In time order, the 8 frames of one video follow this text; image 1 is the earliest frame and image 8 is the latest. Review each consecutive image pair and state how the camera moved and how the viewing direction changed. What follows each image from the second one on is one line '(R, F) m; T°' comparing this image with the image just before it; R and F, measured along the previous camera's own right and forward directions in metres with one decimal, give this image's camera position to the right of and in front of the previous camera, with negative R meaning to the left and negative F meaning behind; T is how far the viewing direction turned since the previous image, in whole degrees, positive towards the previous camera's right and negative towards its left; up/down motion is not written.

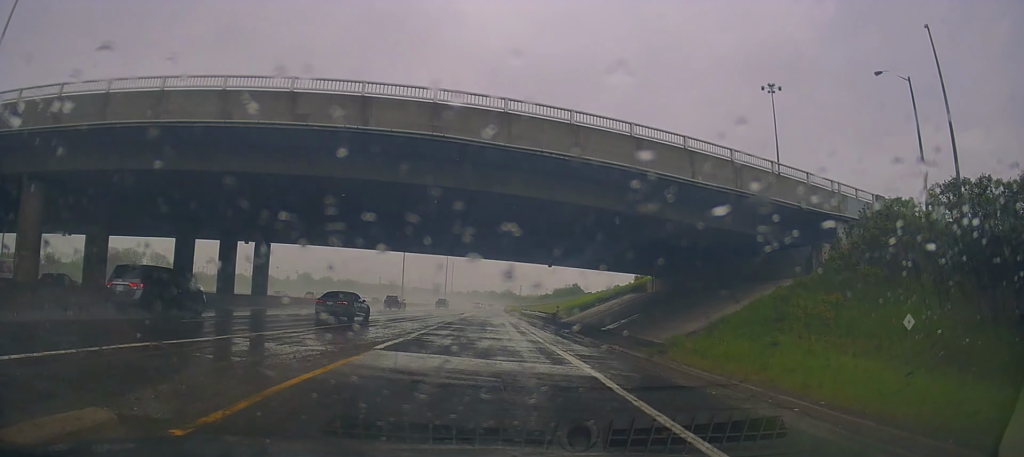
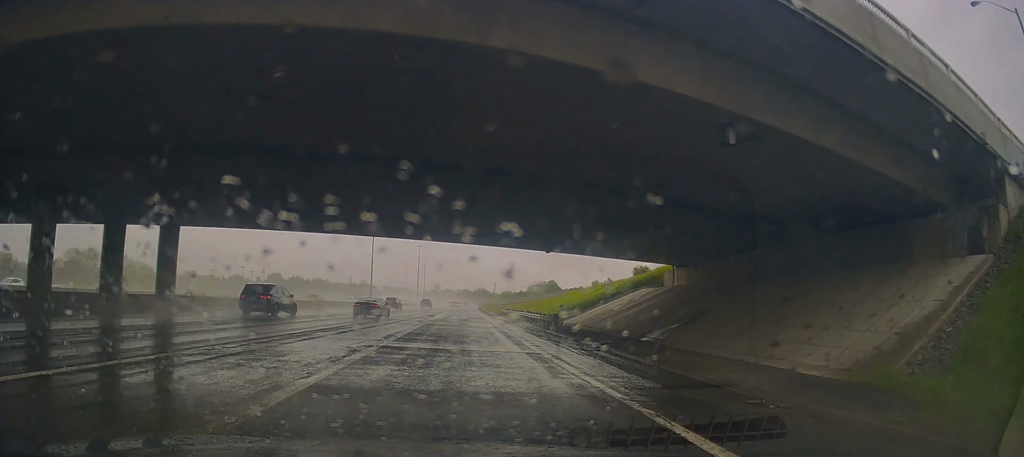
(0.0, +12.9) m; 0°
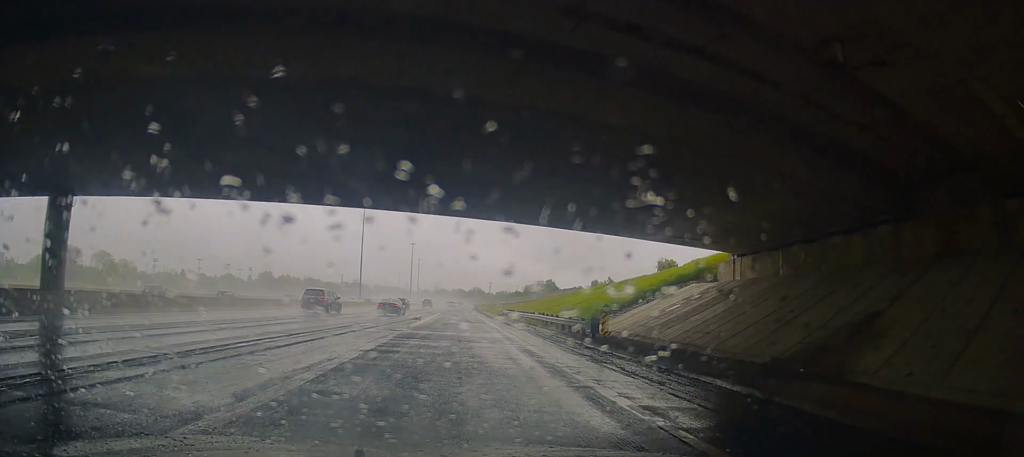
(-0.2, +11.7) m; +1°
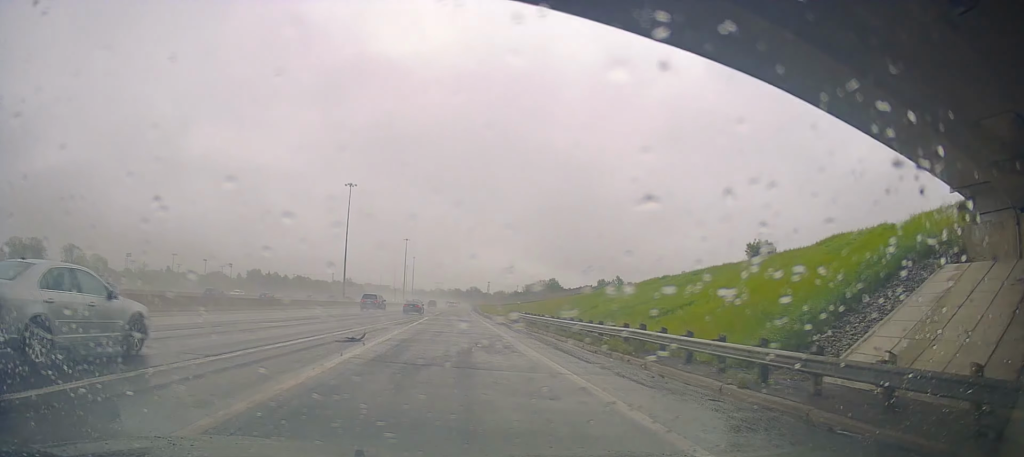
(+0.7, +22.9) m; +3°
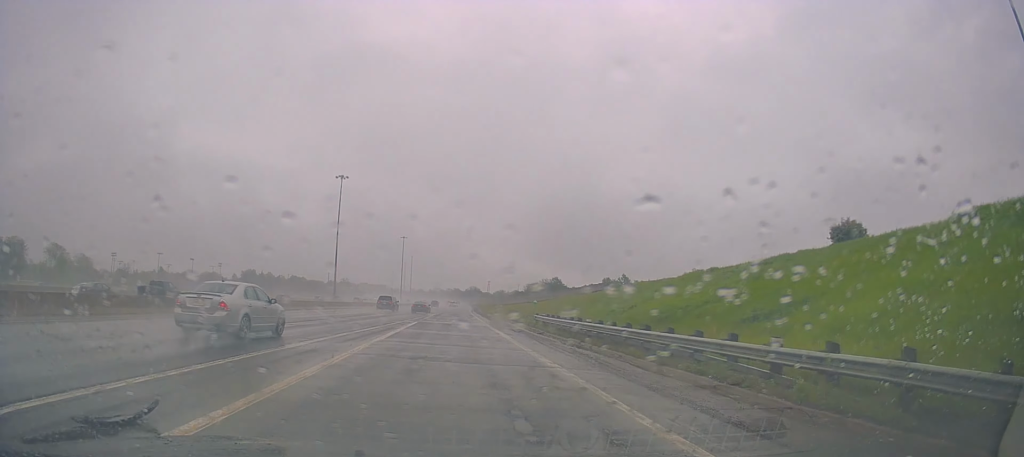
(-0.1, +11.8) m; +1°
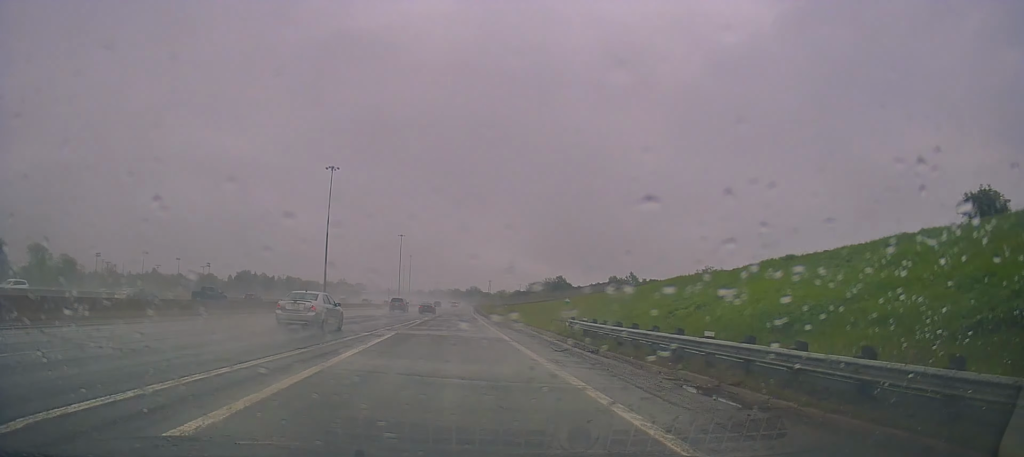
(+0.3, +12.5) m; +1°
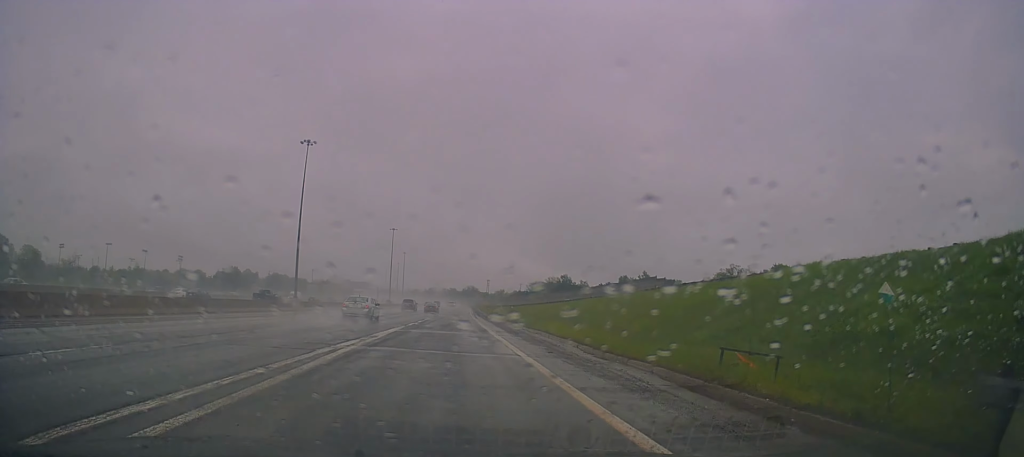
(+0.2, +23.9) m; 0°
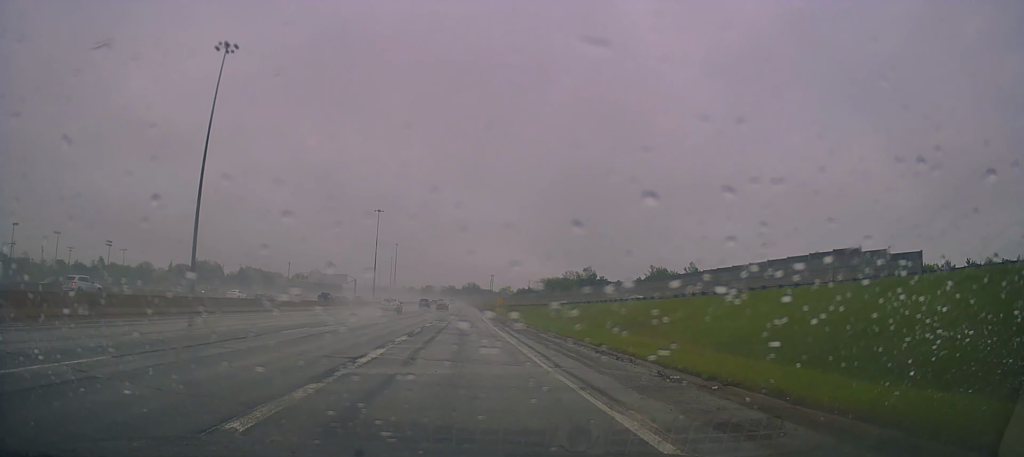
(-1.4, +51.6) m; -4°
